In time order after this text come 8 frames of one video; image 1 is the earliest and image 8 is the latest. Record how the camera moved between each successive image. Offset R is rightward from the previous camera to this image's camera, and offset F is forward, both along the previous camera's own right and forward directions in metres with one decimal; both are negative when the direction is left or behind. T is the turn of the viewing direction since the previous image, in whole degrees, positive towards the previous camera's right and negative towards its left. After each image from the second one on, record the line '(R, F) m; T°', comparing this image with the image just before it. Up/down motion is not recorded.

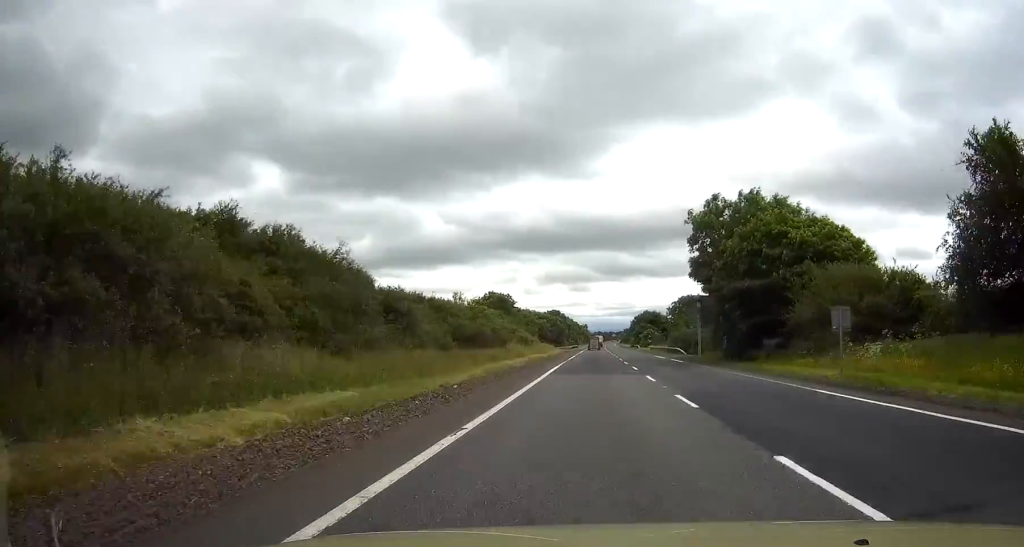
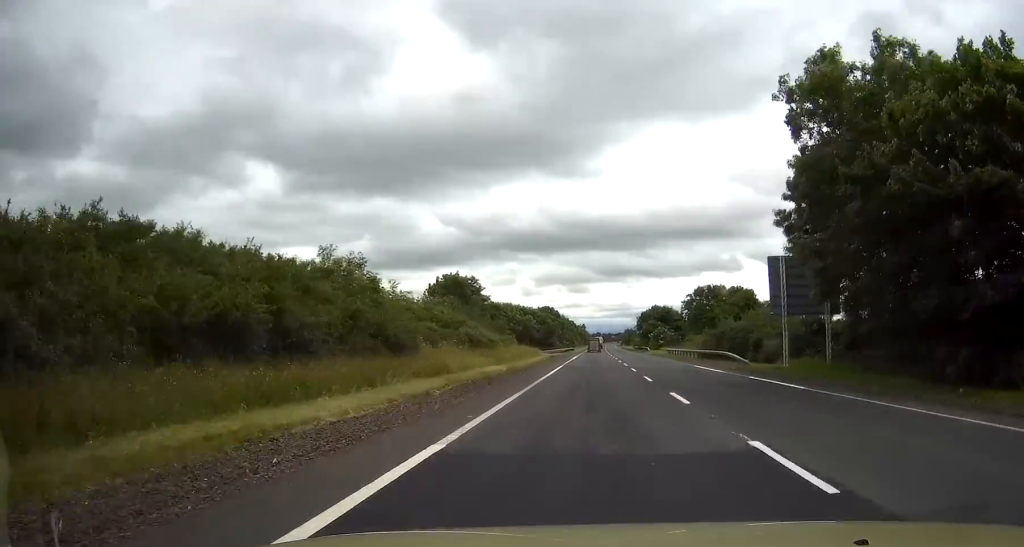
(+0.1, +27.6) m; 0°
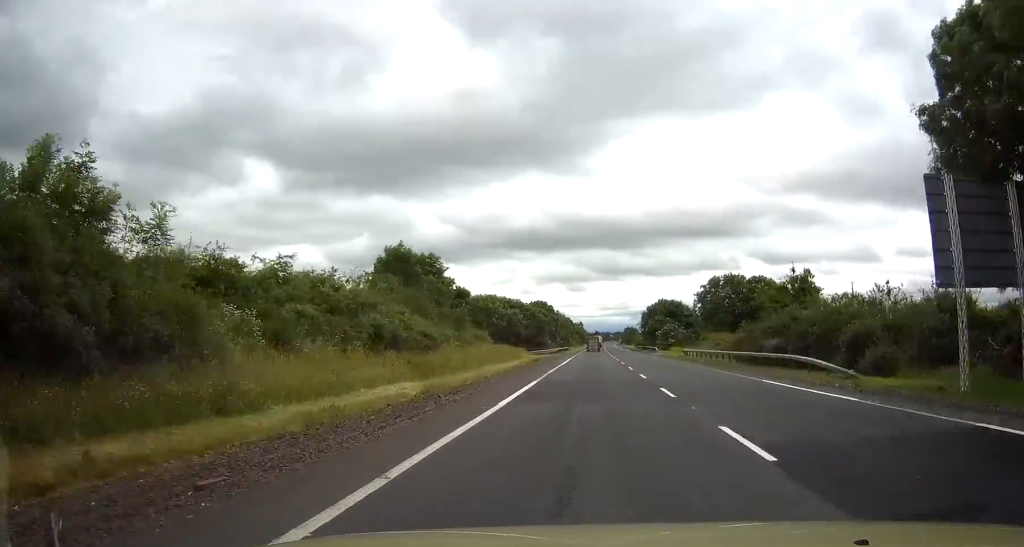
(+0.1, +17.0) m; 0°
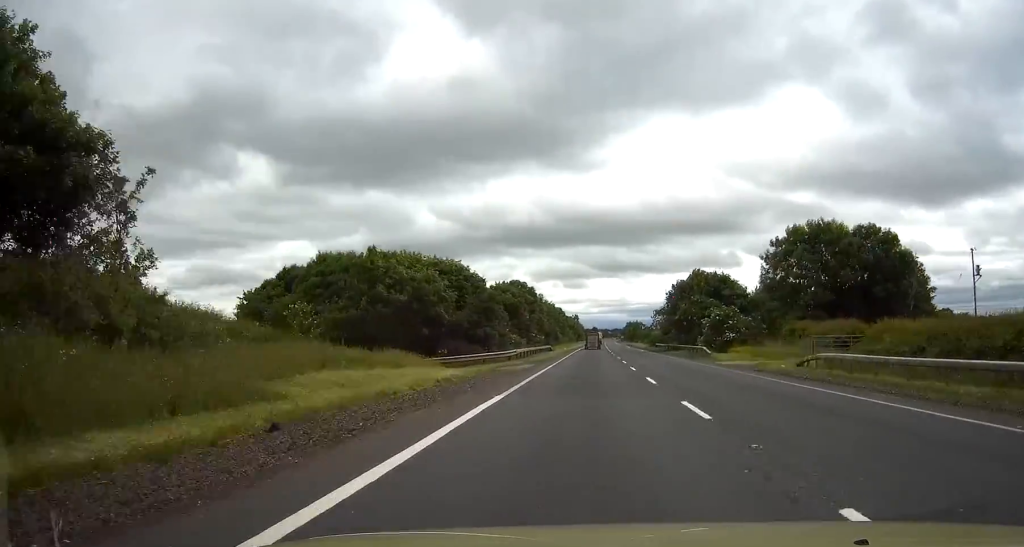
(0.0, +43.2) m; 0°
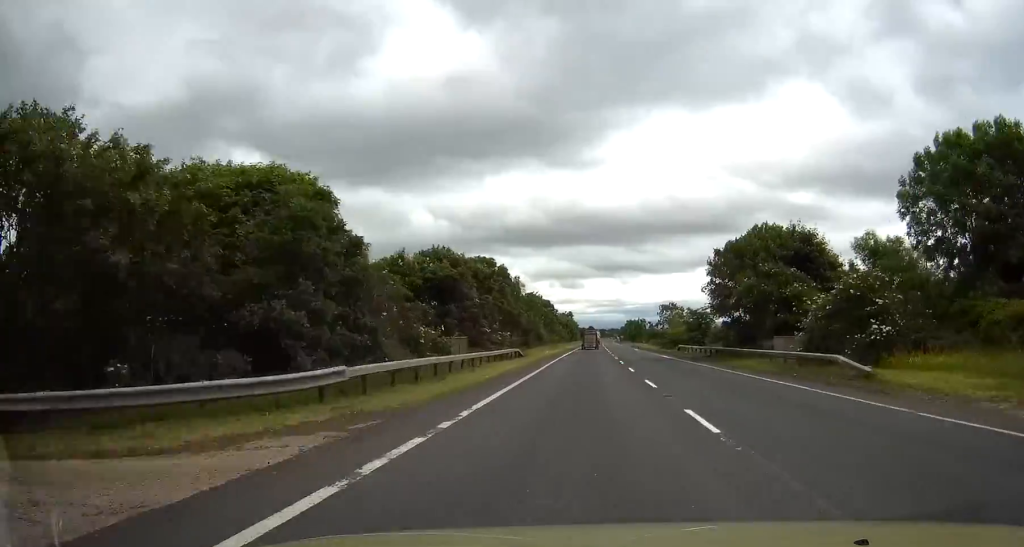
(+0.1, +29.9) m; 0°
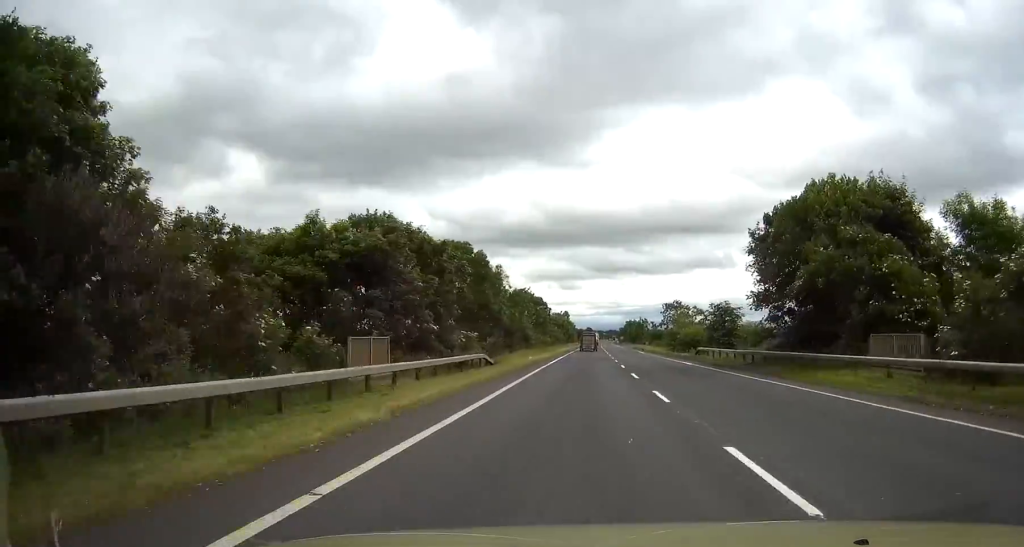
(0.0, +13.9) m; 0°
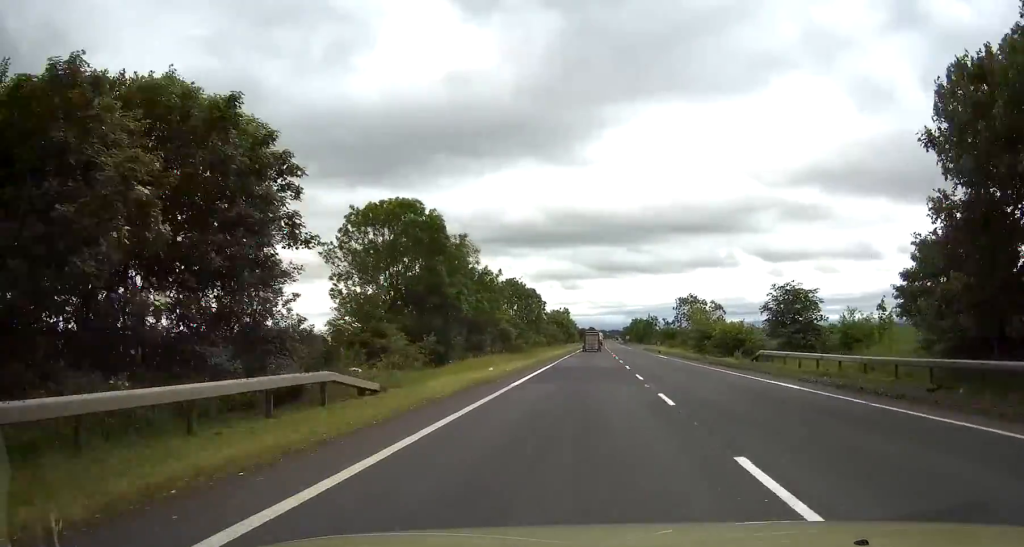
(0.0, +19.5) m; 0°
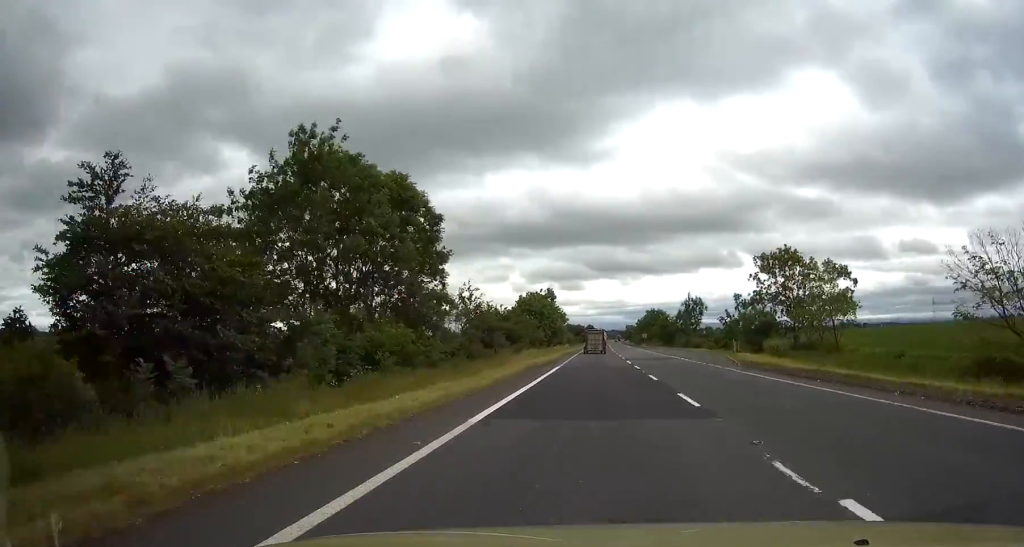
(0.0, +67.9) m; 0°
